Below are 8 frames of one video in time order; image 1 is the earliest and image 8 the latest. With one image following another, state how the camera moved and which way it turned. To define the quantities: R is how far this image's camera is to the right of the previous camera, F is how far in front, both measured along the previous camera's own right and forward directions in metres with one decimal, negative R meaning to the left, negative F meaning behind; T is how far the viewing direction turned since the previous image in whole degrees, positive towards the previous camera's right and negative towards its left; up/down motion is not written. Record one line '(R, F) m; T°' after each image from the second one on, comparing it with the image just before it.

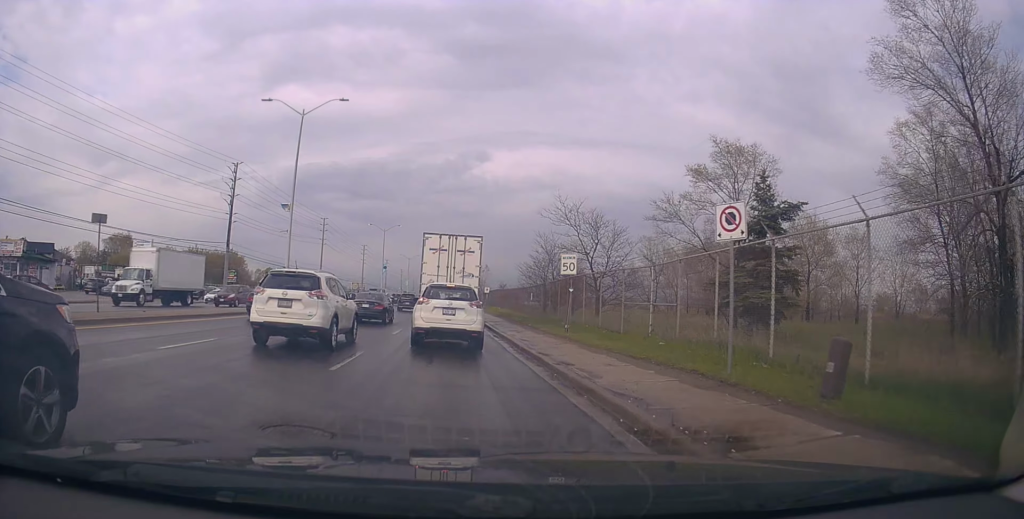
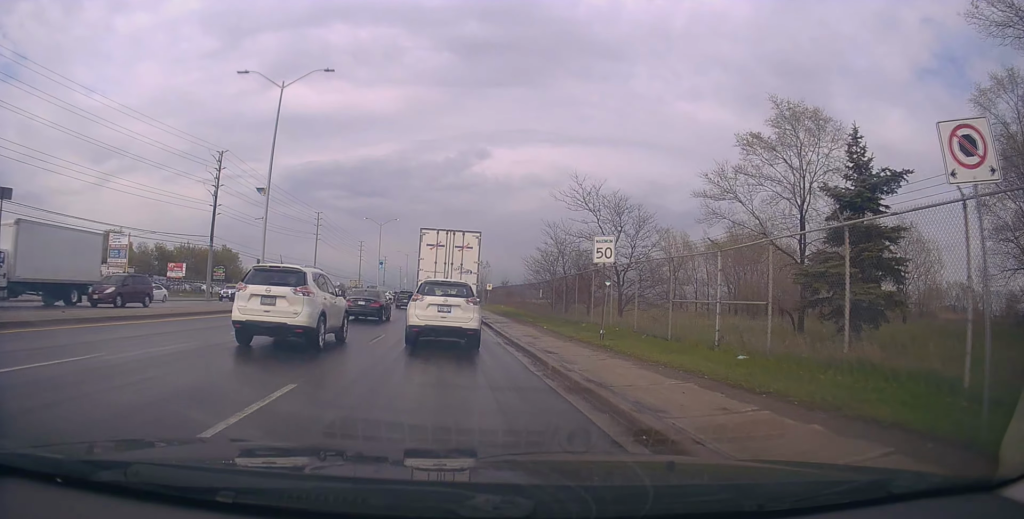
(0.0, +5.0) m; 0°
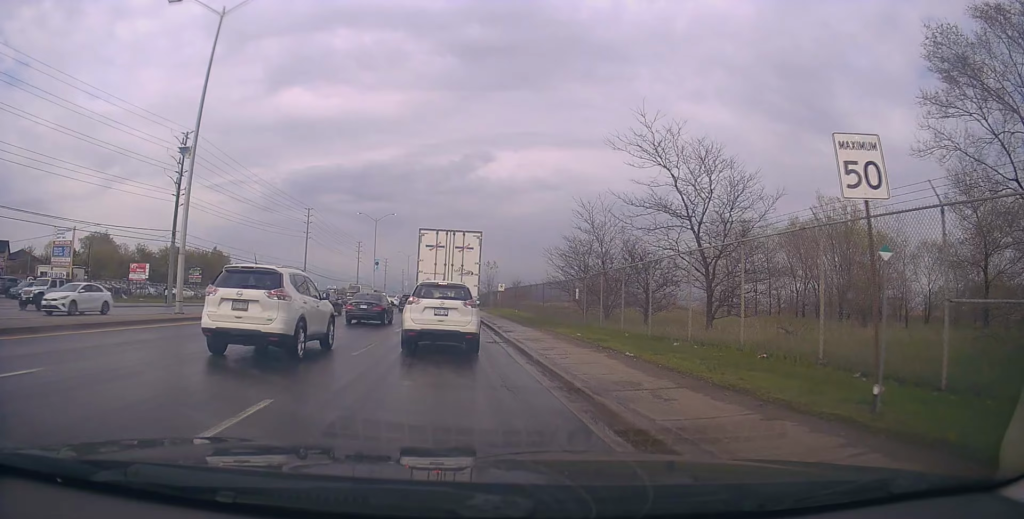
(+0.2, +10.8) m; +4°
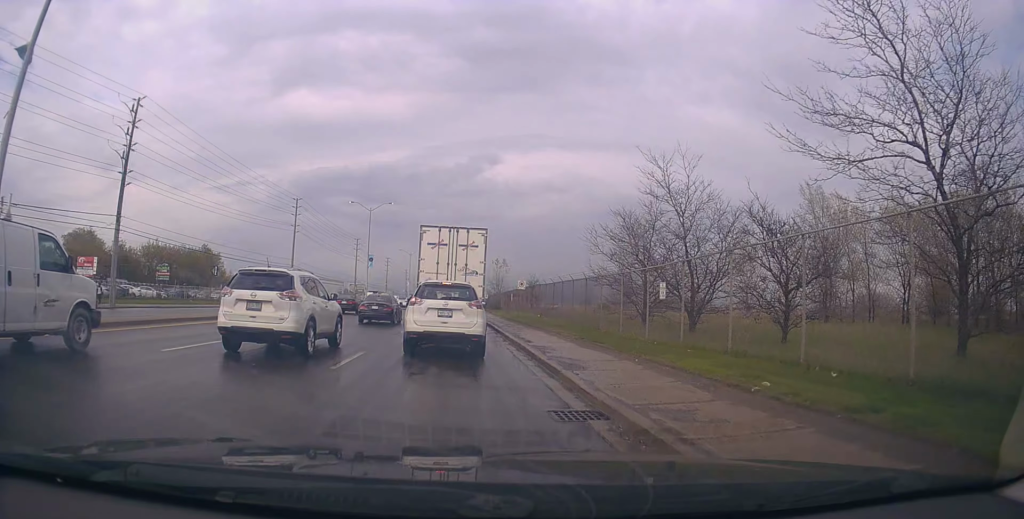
(+0.9, +11.0) m; +3°
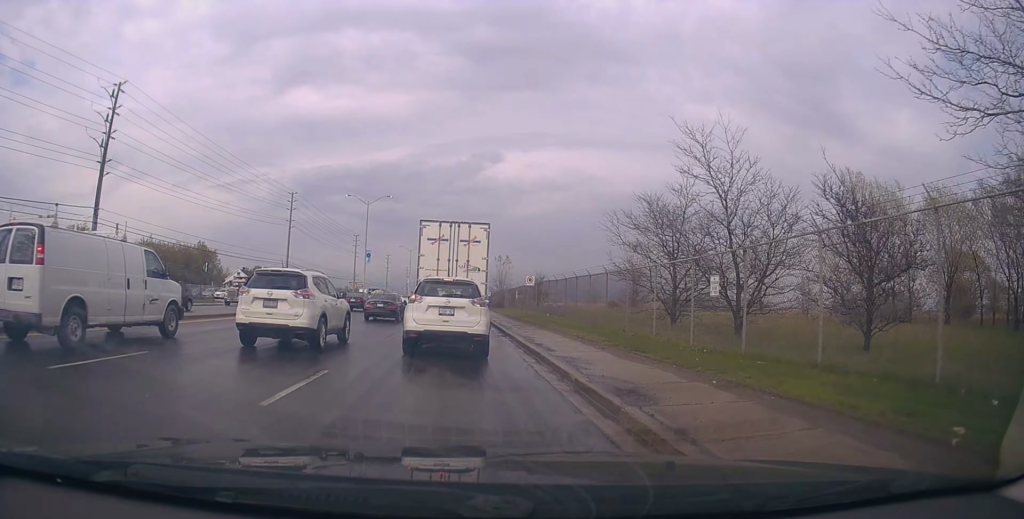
(-0.3, +2.9) m; -2°
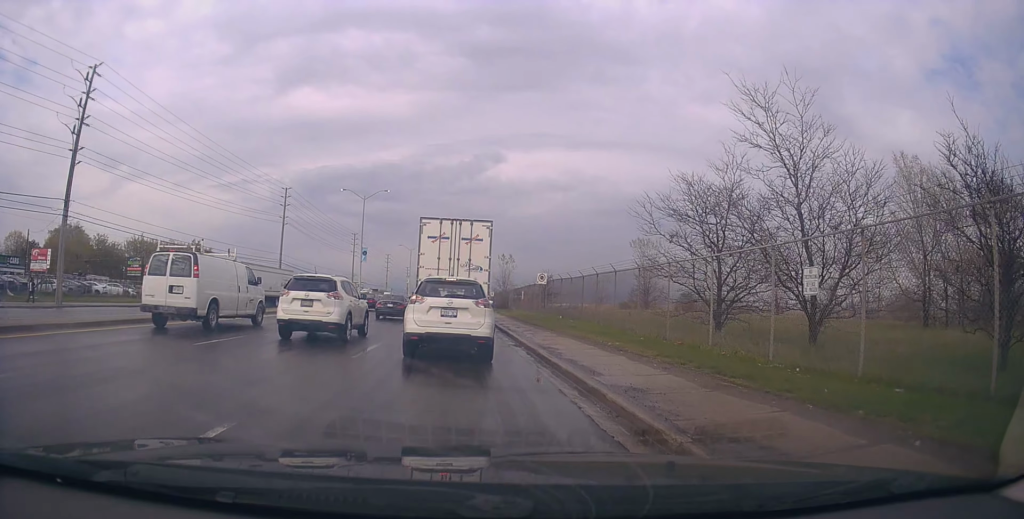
(-0.1, +3.8) m; -2°
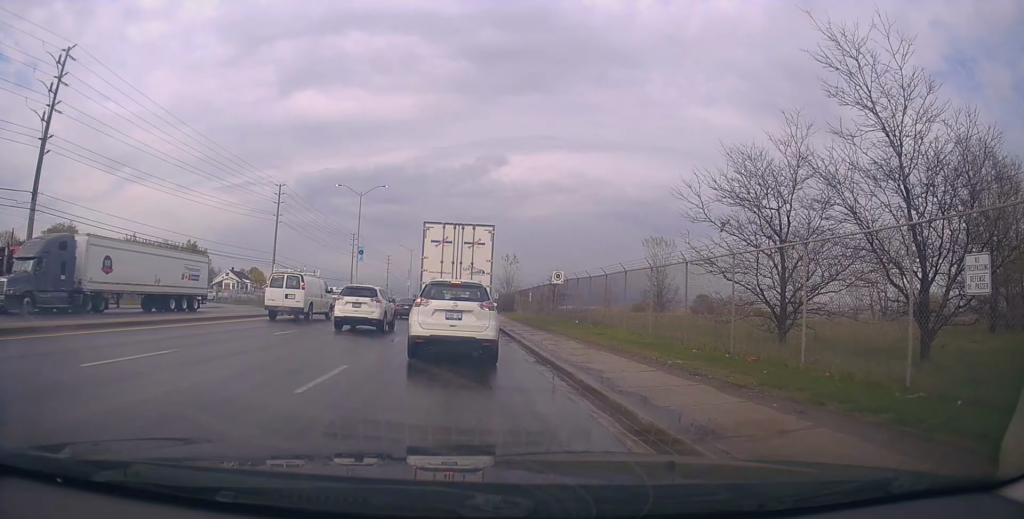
(-0.1, +4.5) m; -5°
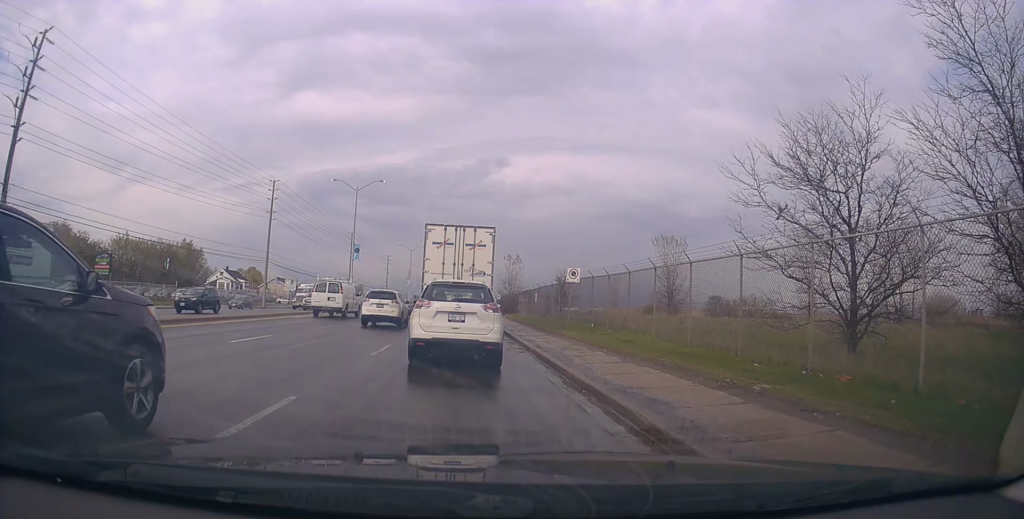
(-0.1, +3.2) m; 0°
